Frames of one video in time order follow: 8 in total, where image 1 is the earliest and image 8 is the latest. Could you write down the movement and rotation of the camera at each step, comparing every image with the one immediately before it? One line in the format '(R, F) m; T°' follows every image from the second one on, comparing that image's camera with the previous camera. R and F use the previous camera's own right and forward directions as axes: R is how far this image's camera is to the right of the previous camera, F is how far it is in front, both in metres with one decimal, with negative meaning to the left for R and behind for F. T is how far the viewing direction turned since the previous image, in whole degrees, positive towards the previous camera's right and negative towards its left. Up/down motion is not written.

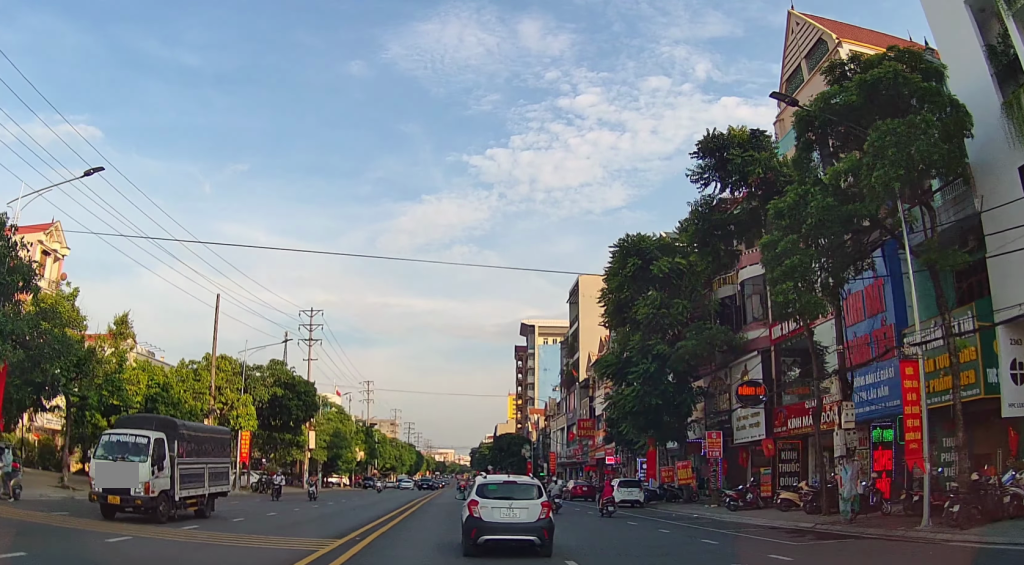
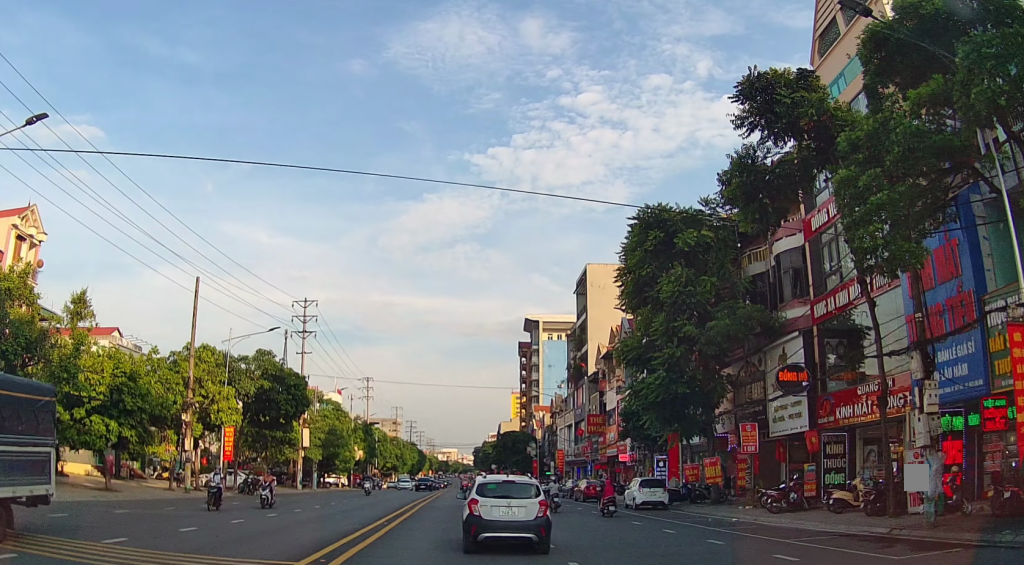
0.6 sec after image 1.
(0.0, +4.6) m; 0°
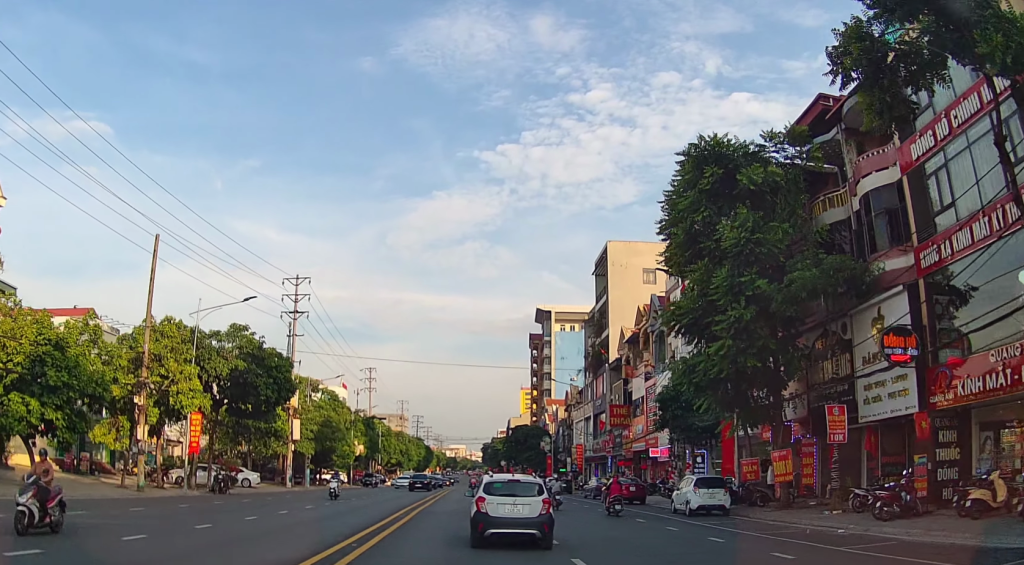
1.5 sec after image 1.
(-0.1, +7.7) m; +1°
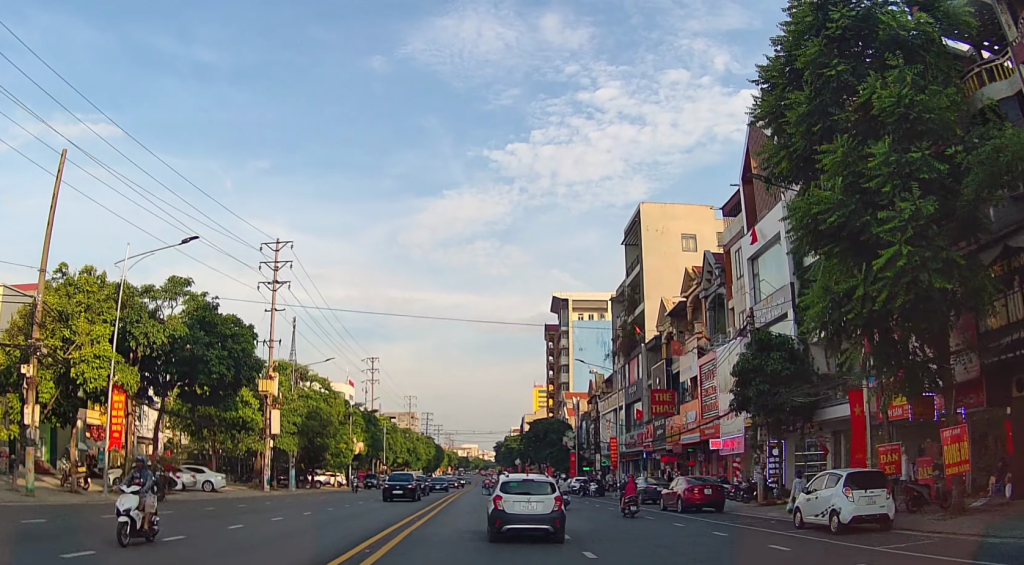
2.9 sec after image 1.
(+0.2, +11.5) m; +1°
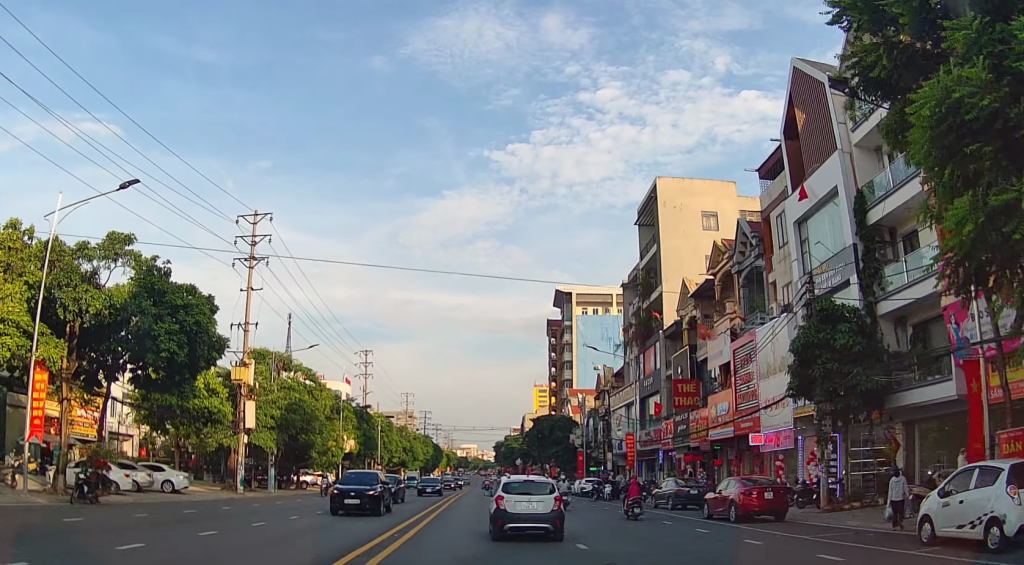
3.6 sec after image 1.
(0.0, +6.6) m; 0°
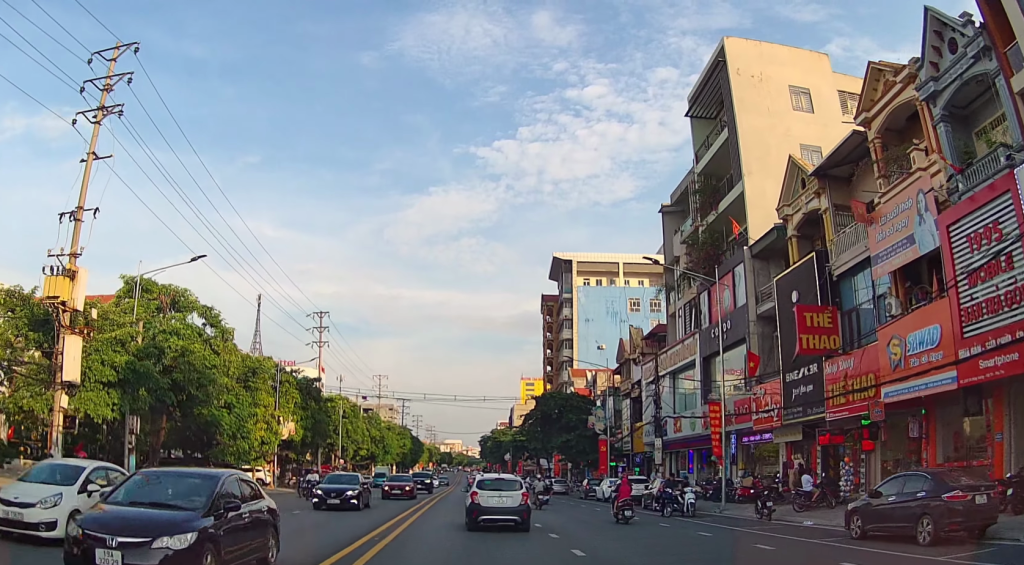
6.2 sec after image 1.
(0.0, +23.2) m; 0°
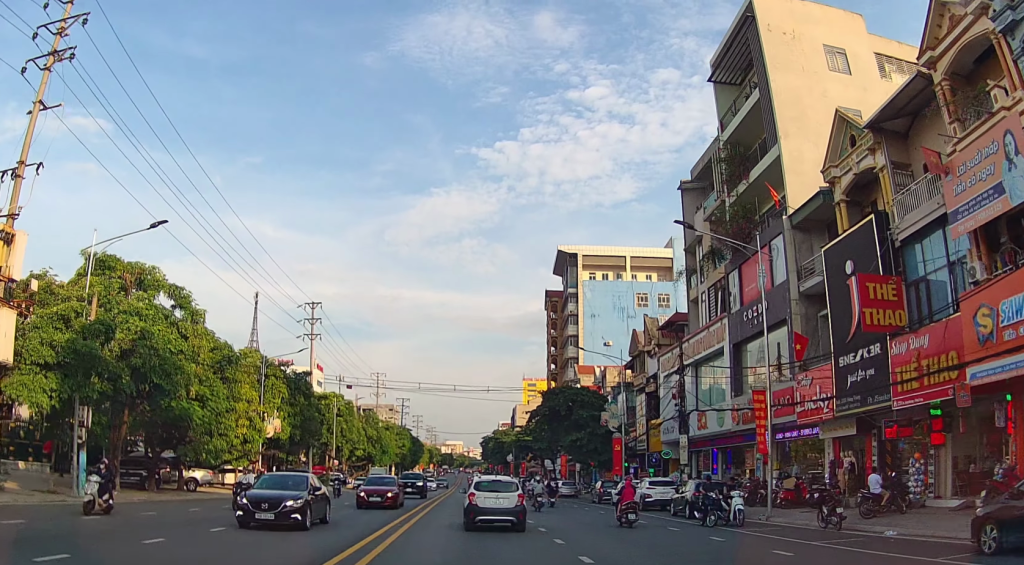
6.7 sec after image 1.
(0.0, +5.1) m; -1°
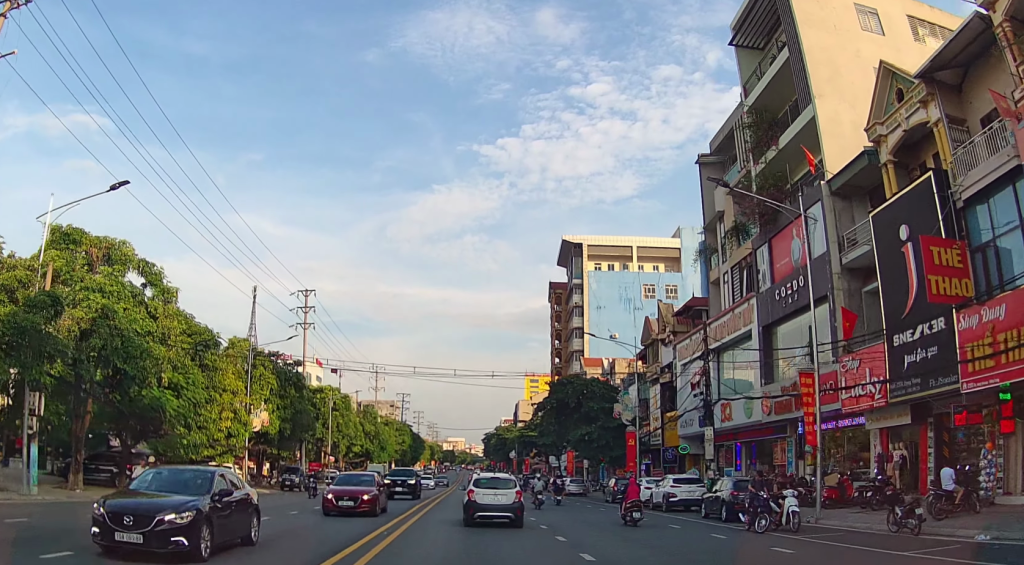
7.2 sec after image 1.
(0.0, +4.5) m; -1°
